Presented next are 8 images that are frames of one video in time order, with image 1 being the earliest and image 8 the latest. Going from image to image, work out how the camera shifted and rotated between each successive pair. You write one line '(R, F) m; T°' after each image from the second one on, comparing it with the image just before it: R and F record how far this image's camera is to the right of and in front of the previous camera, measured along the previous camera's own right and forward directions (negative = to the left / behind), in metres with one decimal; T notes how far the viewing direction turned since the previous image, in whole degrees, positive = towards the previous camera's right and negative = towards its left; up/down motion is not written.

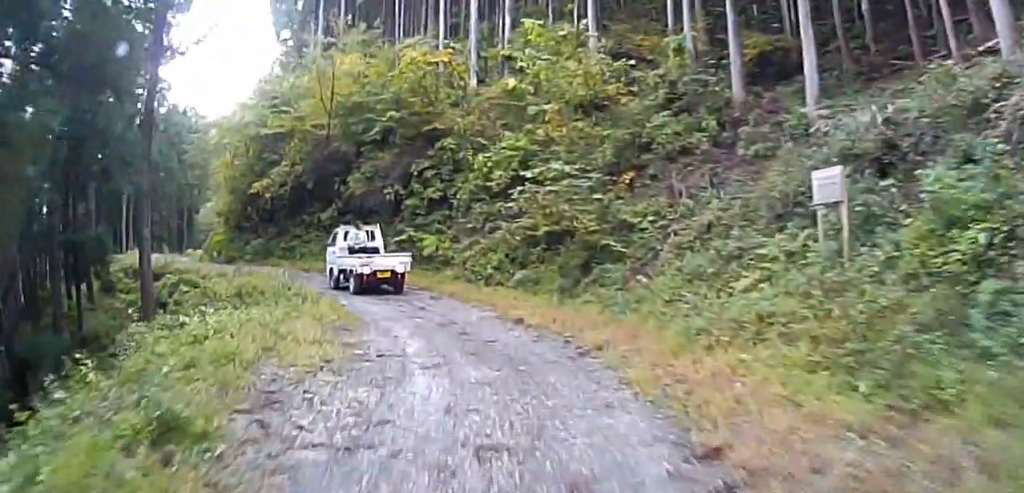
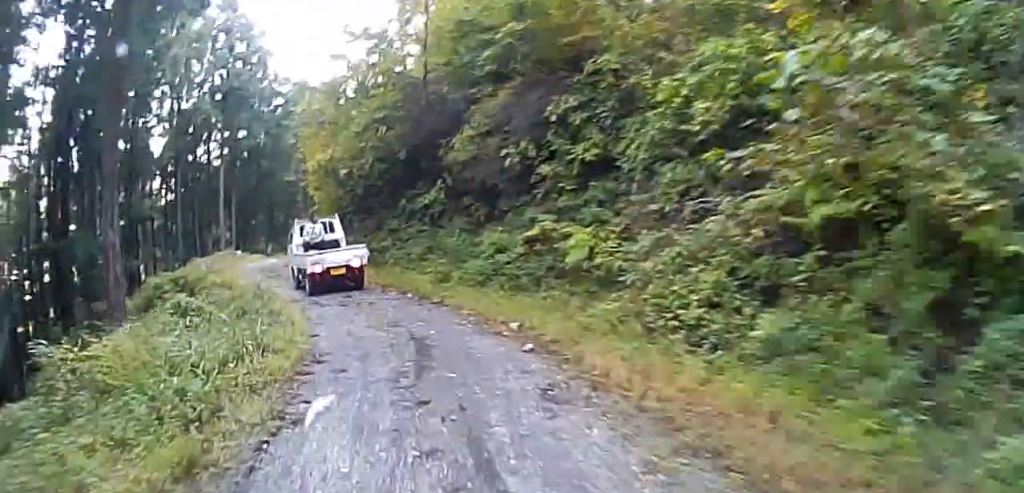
(-2.7, +10.5) m; -29°
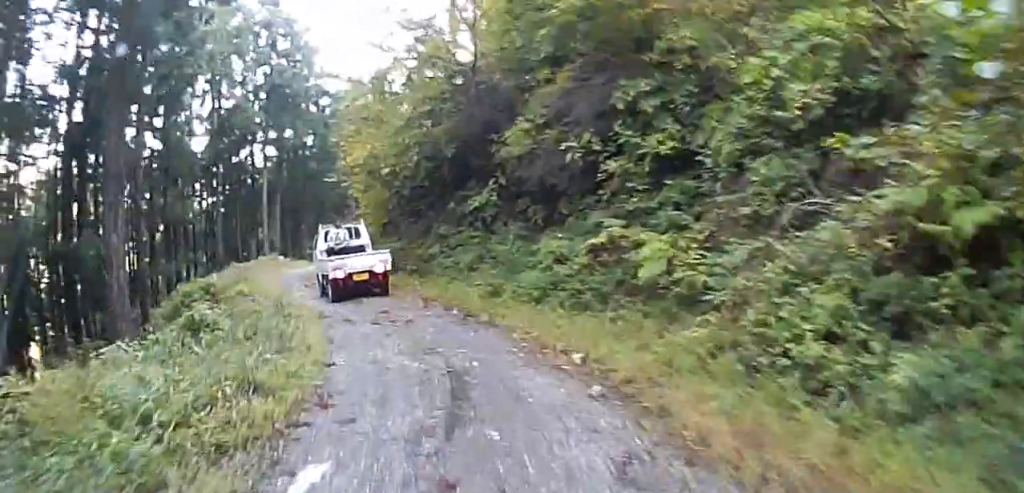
(-0.1, +1.9) m; -3°
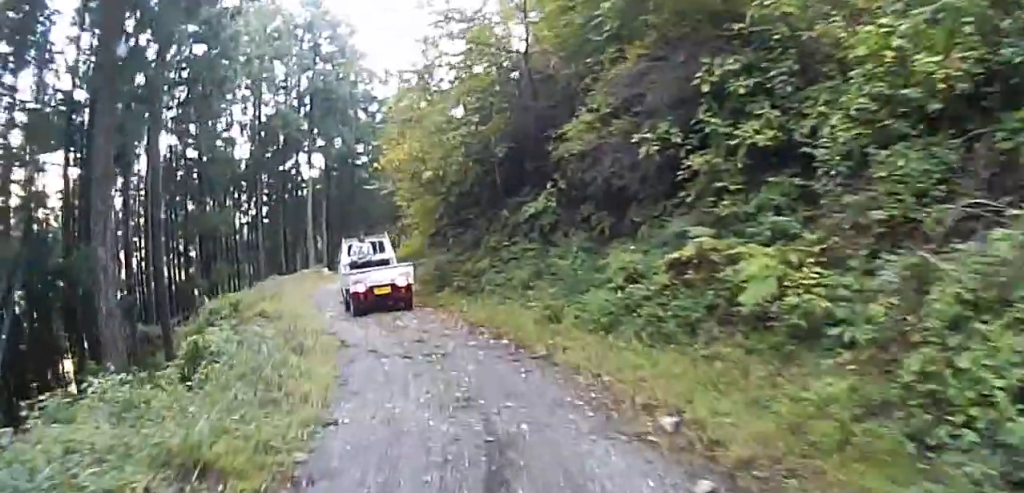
(-0.1, +2.4) m; -2°
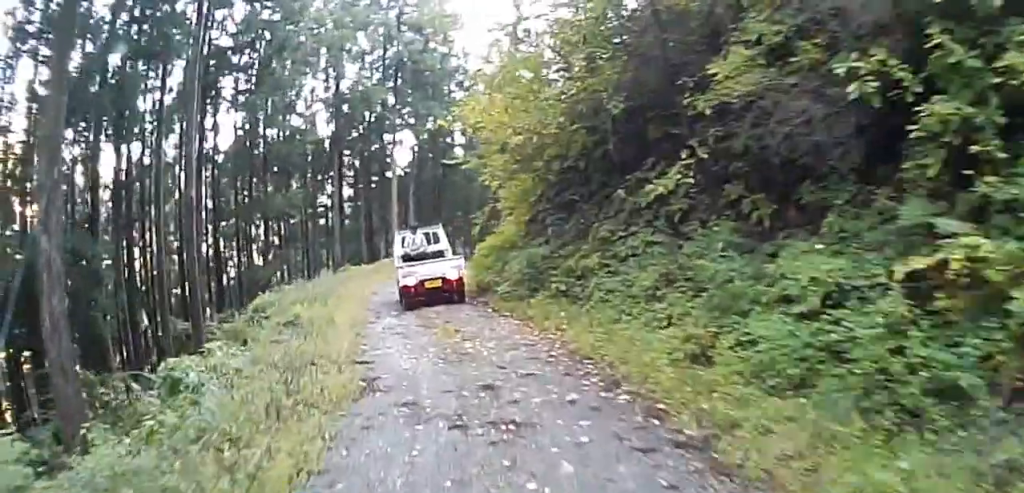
(+0.2, +5.1) m; +8°
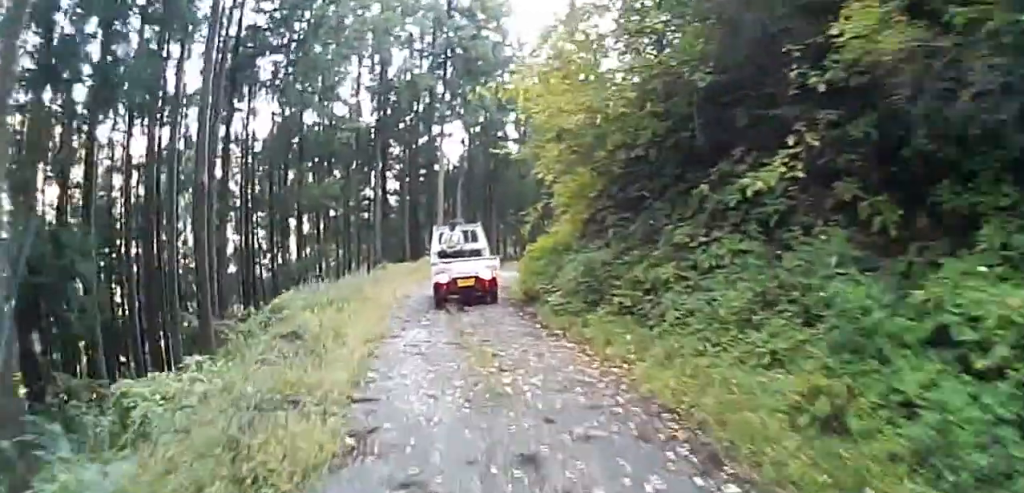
(+0.2, +3.3) m; +6°
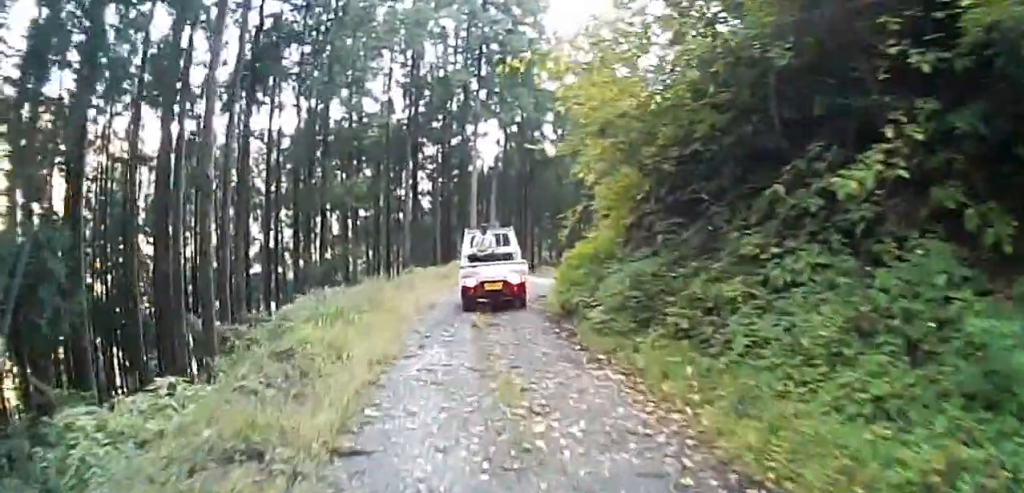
(+0.1, +2.8) m; +1°
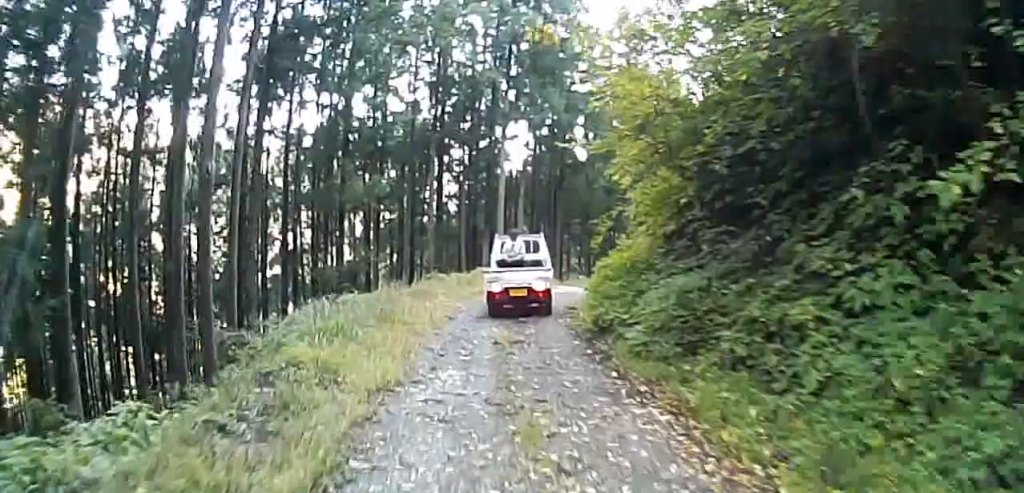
(+0.1, +2.5) m; 0°
